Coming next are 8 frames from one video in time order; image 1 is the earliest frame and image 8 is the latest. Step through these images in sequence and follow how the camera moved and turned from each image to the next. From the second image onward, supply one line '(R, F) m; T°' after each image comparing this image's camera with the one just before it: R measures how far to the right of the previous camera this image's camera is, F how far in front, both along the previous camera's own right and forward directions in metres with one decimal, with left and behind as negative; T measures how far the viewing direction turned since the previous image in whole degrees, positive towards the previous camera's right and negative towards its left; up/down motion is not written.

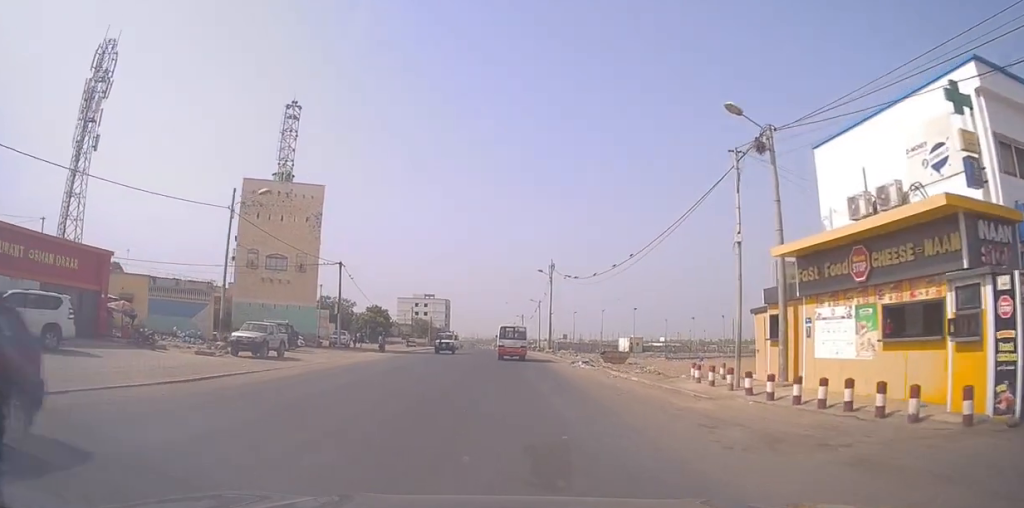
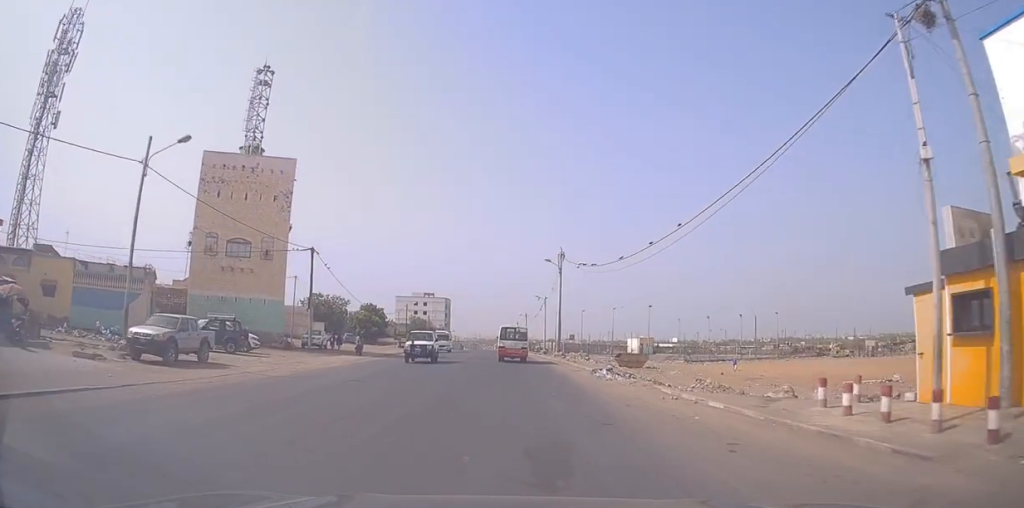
(-0.3, +8.5) m; -2°
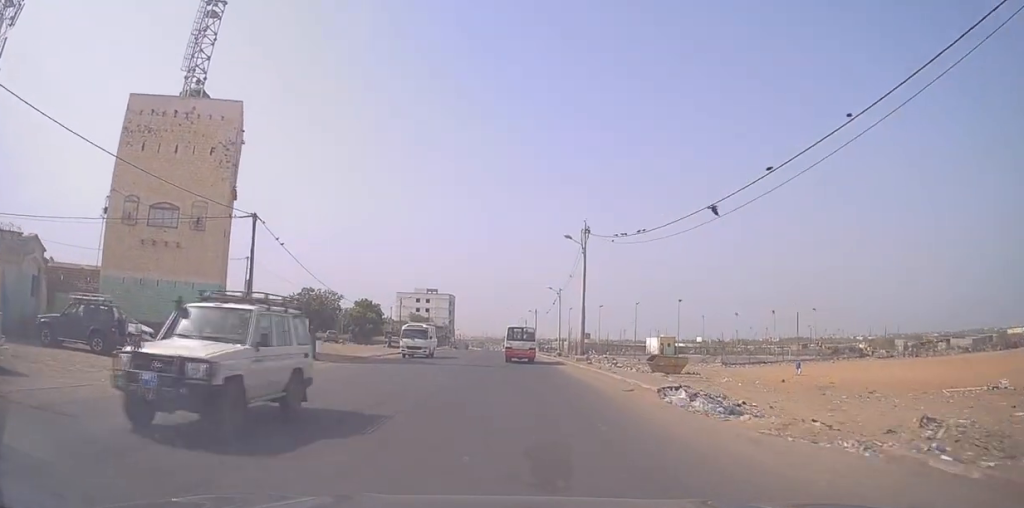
(-0.1, +12.1) m; -1°
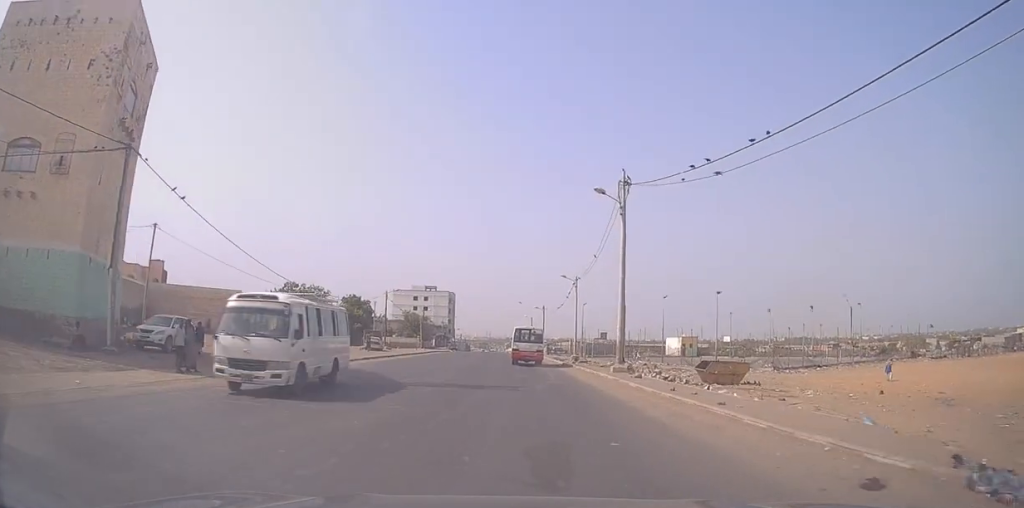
(0.0, +13.3) m; -1°
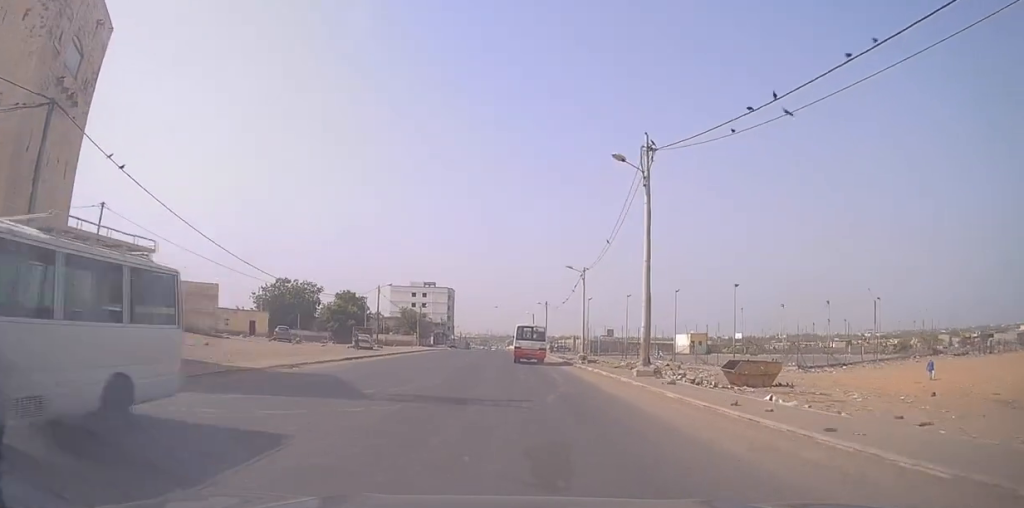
(-0.1, +5.0) m; 0°
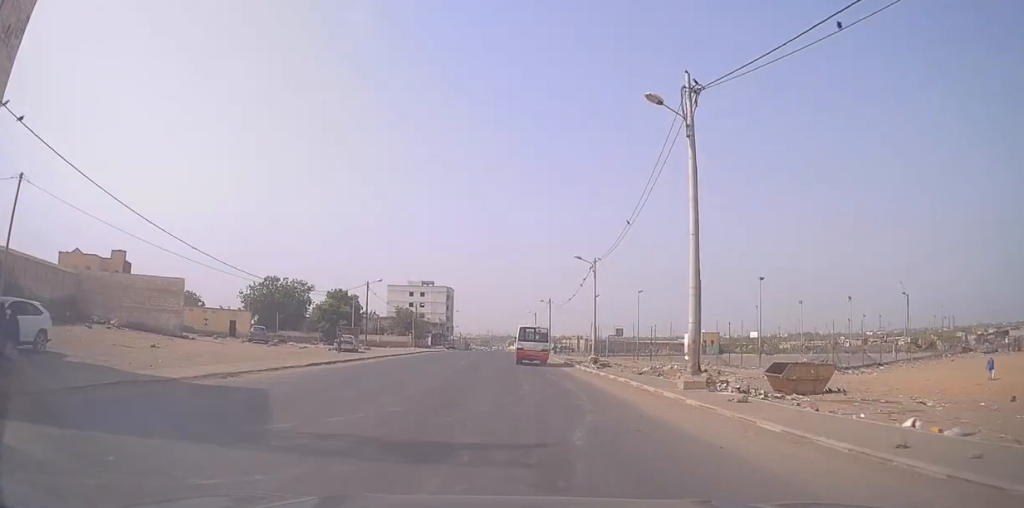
(-0.1, +6.2) m; 0°
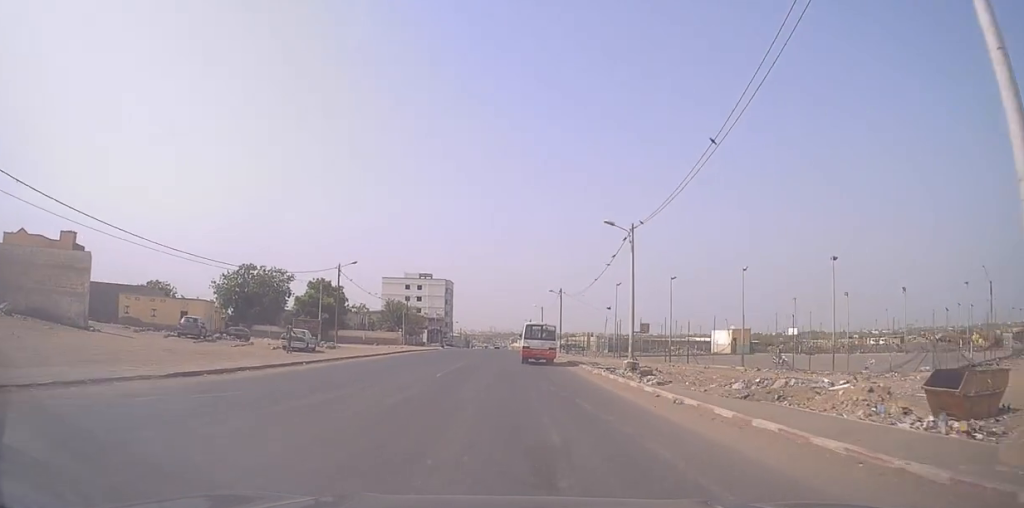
(+0.2, +12.7) m; +1°
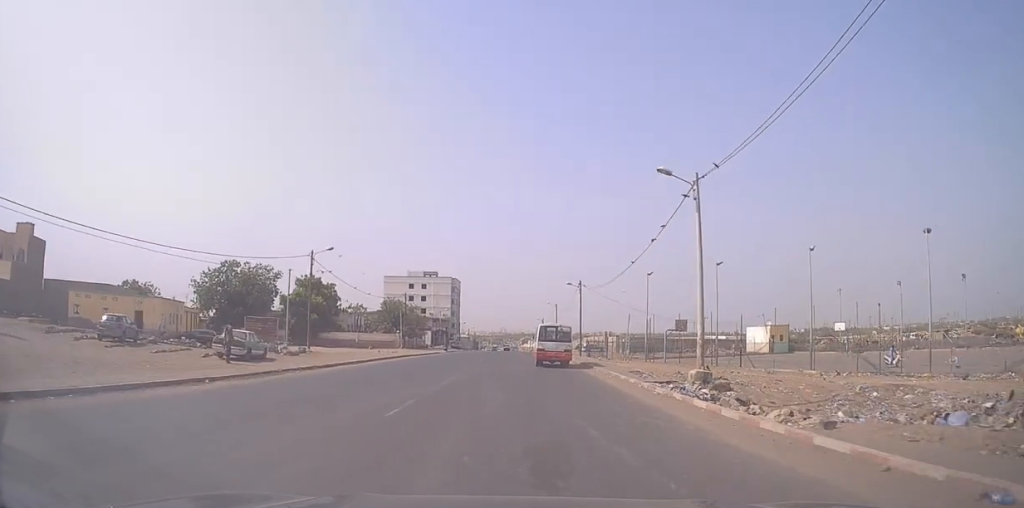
(0.0, +10.3) m; 0°
